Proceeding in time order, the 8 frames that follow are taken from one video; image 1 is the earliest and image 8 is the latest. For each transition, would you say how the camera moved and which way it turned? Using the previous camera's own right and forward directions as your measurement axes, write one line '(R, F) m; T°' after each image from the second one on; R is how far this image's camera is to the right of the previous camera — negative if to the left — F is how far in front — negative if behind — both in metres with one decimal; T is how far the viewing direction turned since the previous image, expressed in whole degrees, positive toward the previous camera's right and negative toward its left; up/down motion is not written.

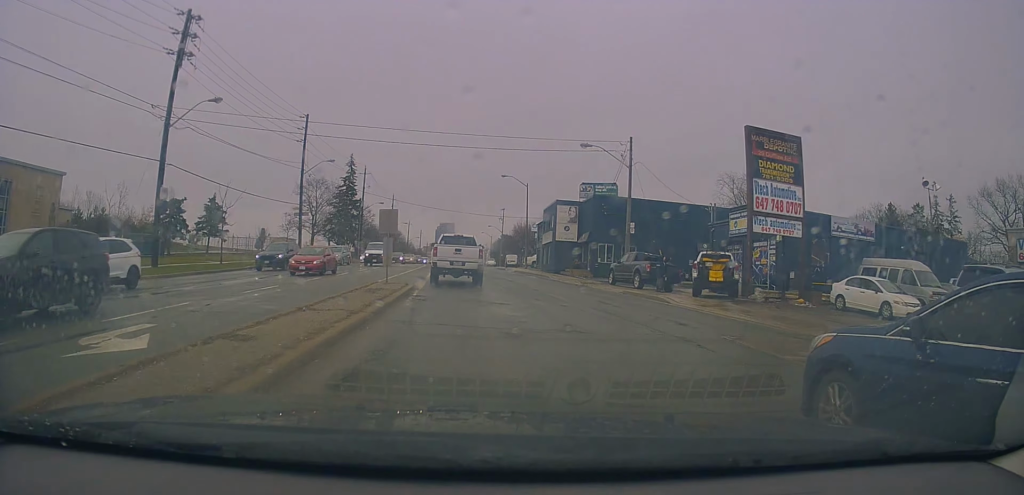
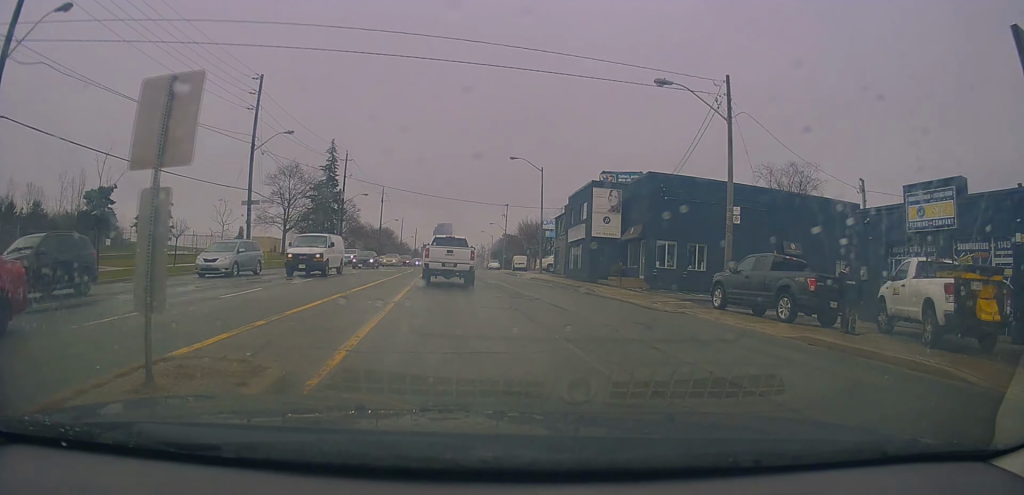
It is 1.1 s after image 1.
(0.0, +13.0) m; +2°
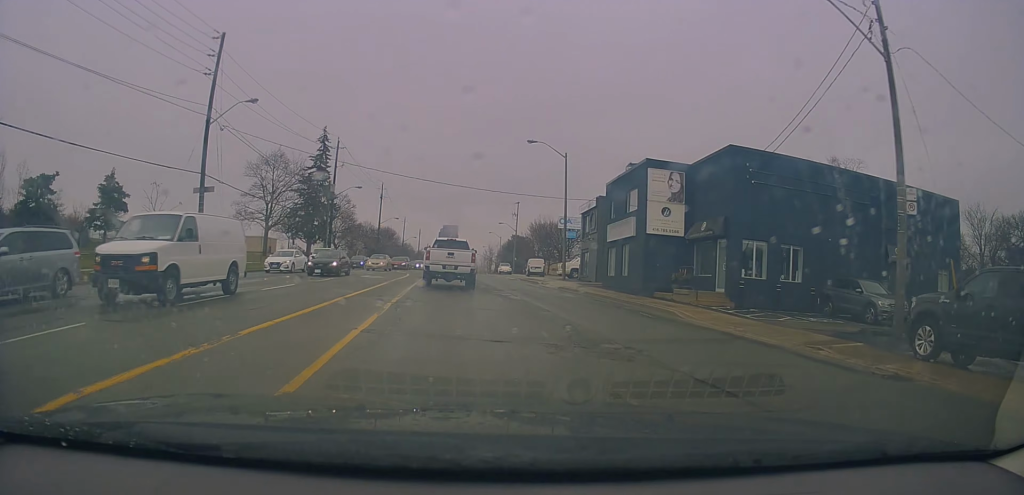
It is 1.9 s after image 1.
(+0.3, +9.6) m; +1°
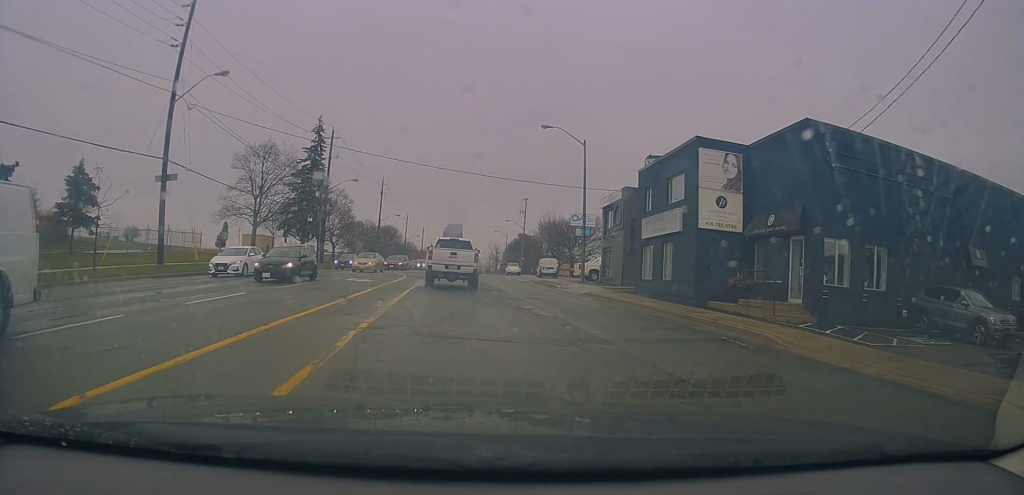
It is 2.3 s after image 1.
(+0.1, +5.2) m; -1°
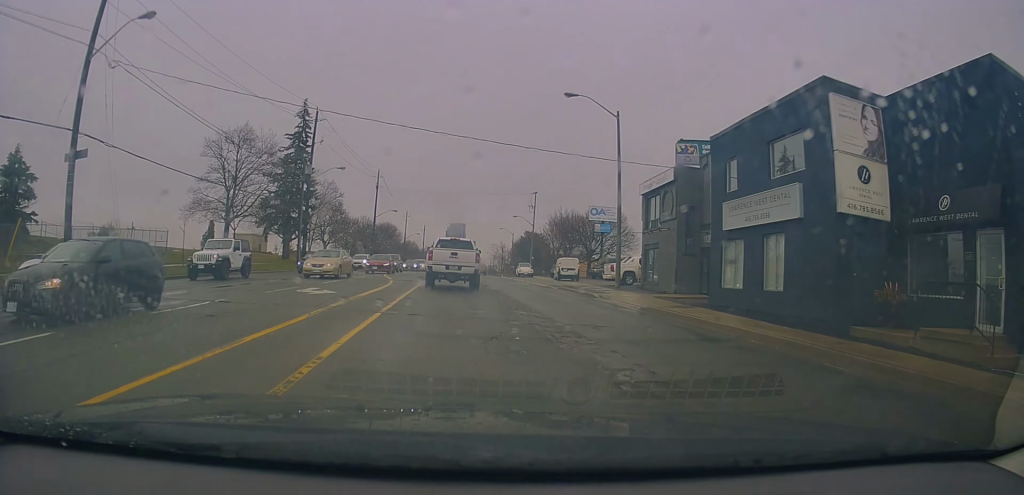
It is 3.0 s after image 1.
(-0.1, +8.2) m; -2°
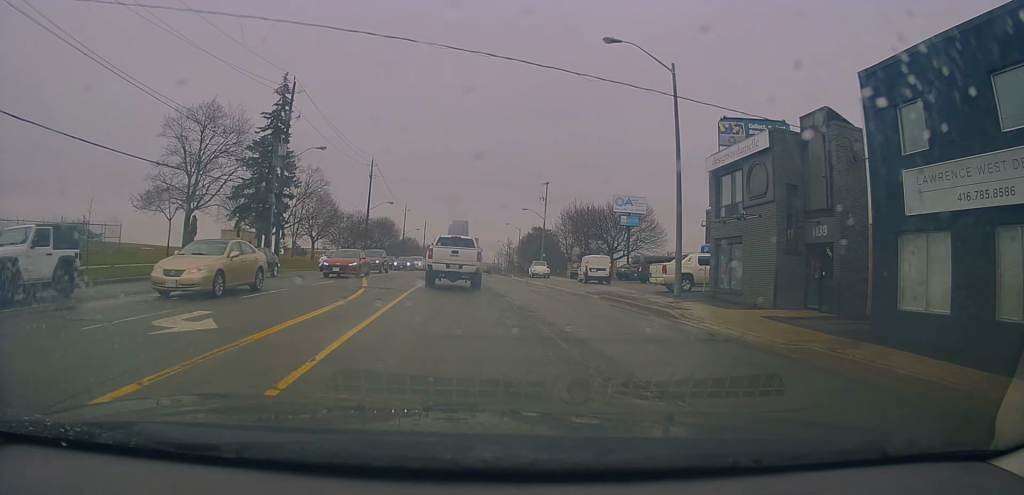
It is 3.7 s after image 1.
(-0.3, +8.8) m; -1°
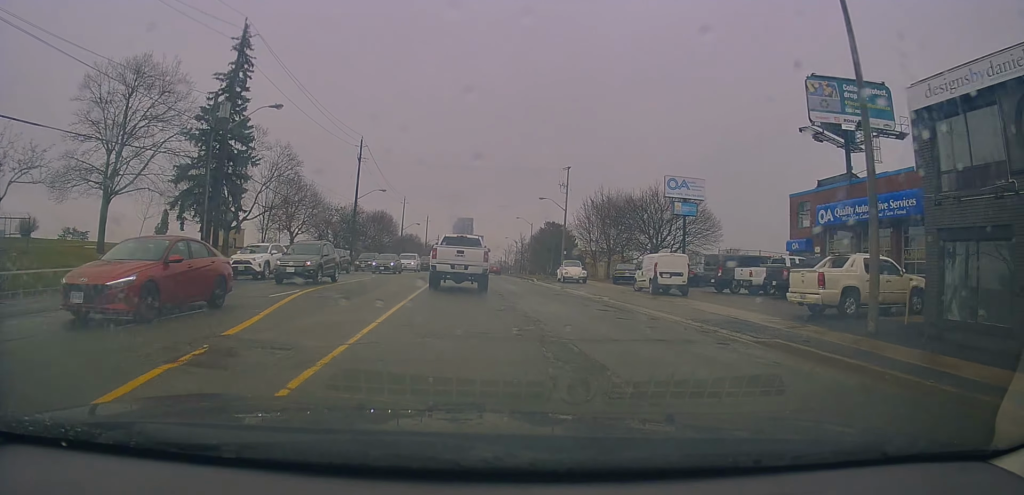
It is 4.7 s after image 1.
(+0.3, +12.7) m; +1°
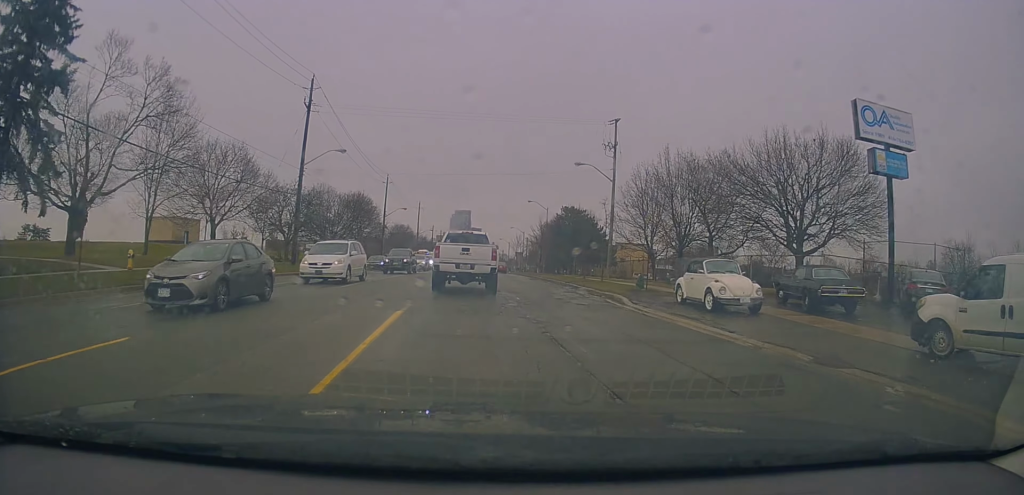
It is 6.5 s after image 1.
(-1.3, +22.3) m; -3°
